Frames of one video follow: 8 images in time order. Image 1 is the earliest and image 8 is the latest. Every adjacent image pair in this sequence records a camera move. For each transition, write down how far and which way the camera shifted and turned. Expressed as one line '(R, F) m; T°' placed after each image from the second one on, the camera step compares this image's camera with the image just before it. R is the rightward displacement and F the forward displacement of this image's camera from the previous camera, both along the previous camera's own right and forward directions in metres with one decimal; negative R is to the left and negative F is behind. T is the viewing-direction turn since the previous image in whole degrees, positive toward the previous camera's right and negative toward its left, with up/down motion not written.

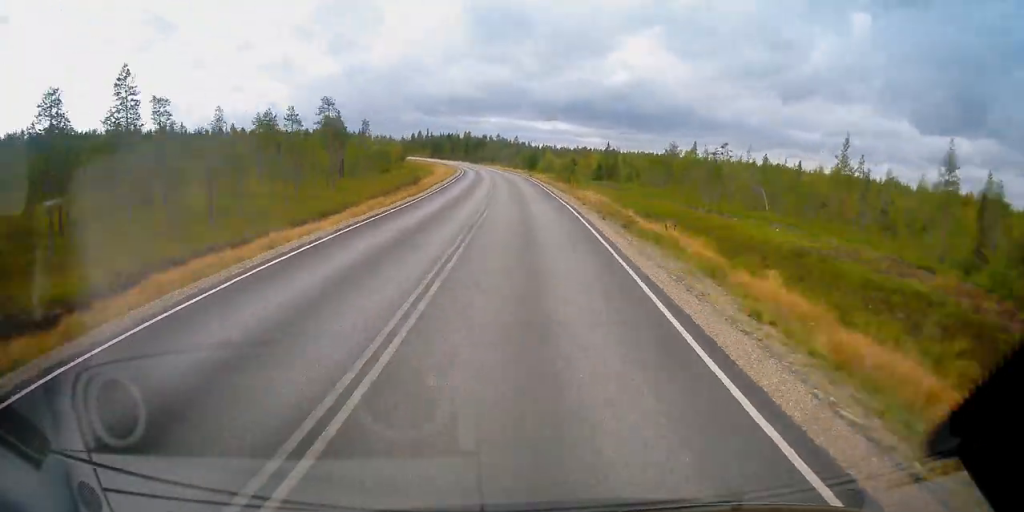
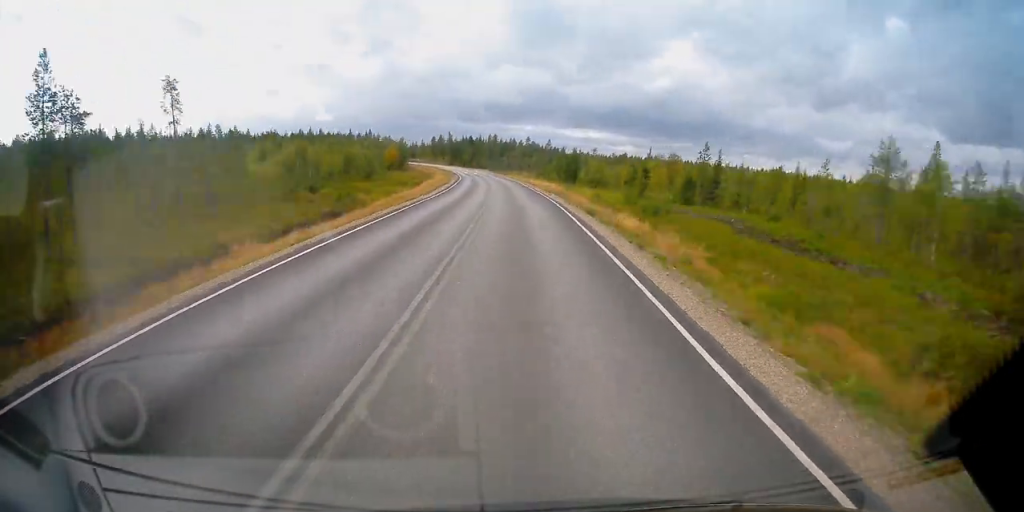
(-2.6, +43.6) m; -3°
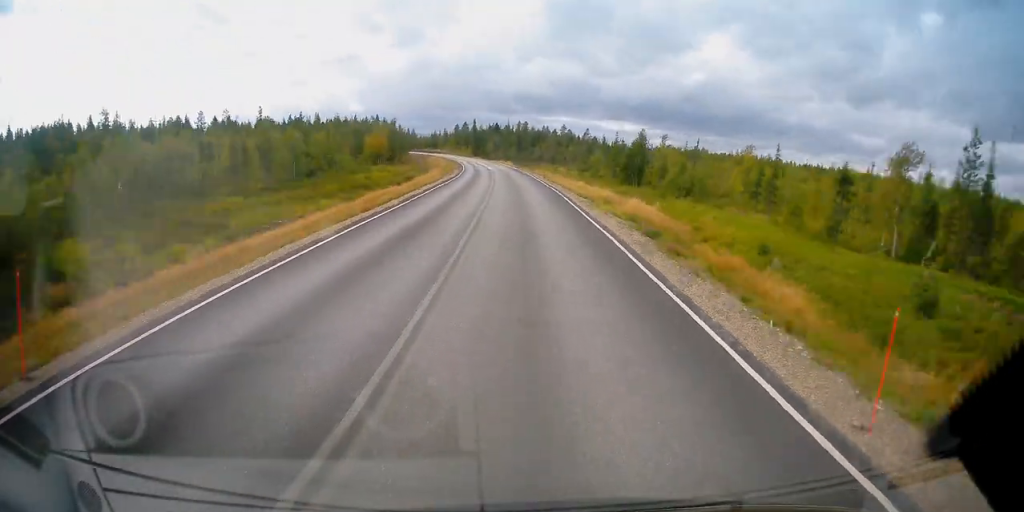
(-0.4, +37.4) m; -3°
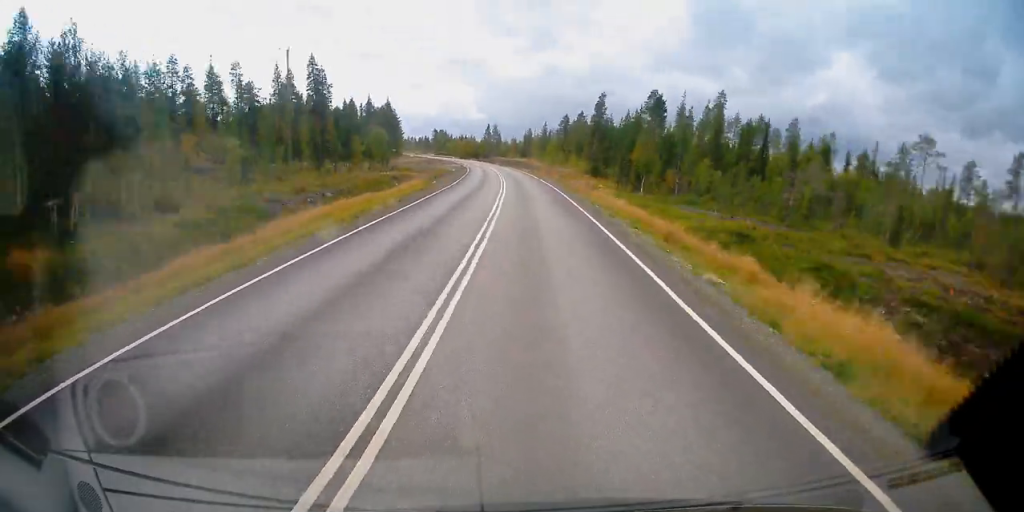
(-15.6, +144.7) m; -11°
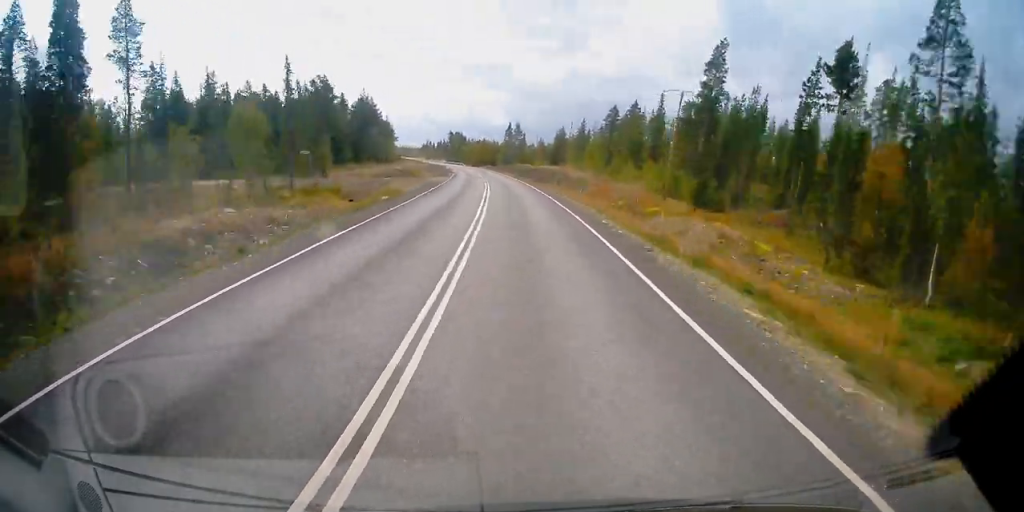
(-2.3, +51.2) m; -3°
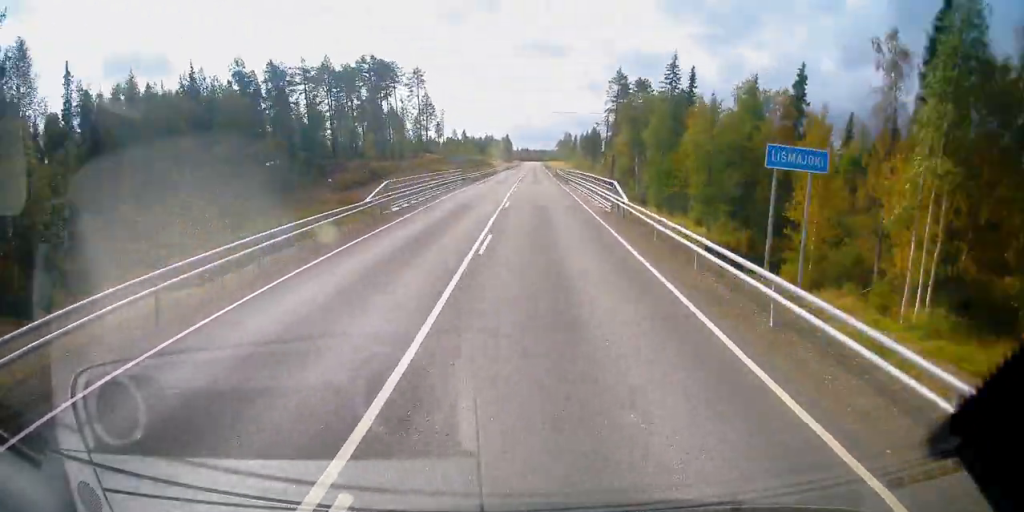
(-43.5, +215.1) m; -11°
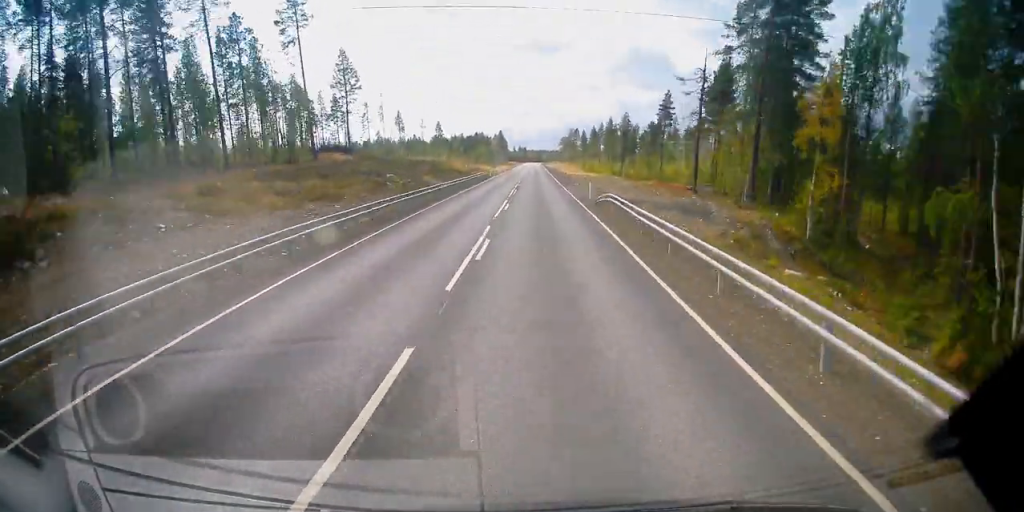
(+6.6, +69.0) m; +5°
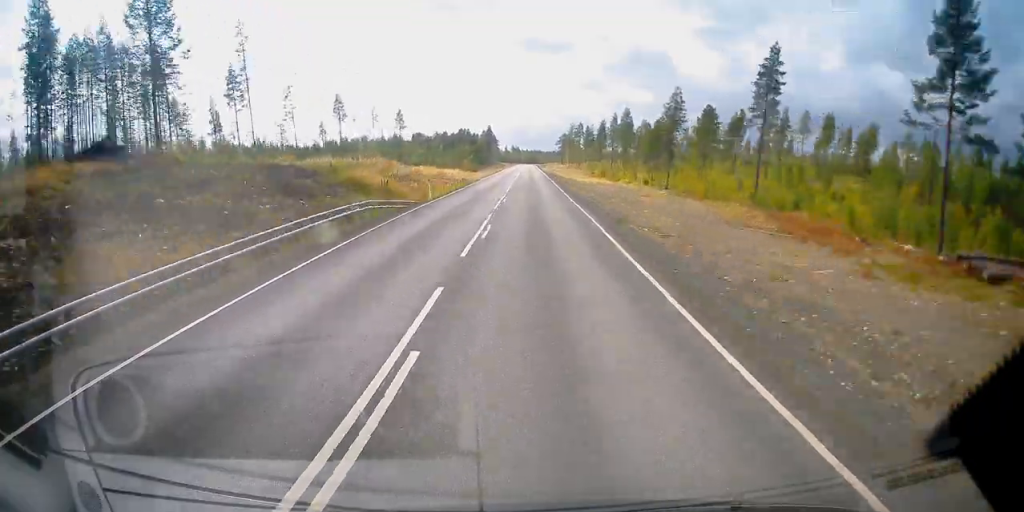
(+2.2, +55.7) m; -5°
